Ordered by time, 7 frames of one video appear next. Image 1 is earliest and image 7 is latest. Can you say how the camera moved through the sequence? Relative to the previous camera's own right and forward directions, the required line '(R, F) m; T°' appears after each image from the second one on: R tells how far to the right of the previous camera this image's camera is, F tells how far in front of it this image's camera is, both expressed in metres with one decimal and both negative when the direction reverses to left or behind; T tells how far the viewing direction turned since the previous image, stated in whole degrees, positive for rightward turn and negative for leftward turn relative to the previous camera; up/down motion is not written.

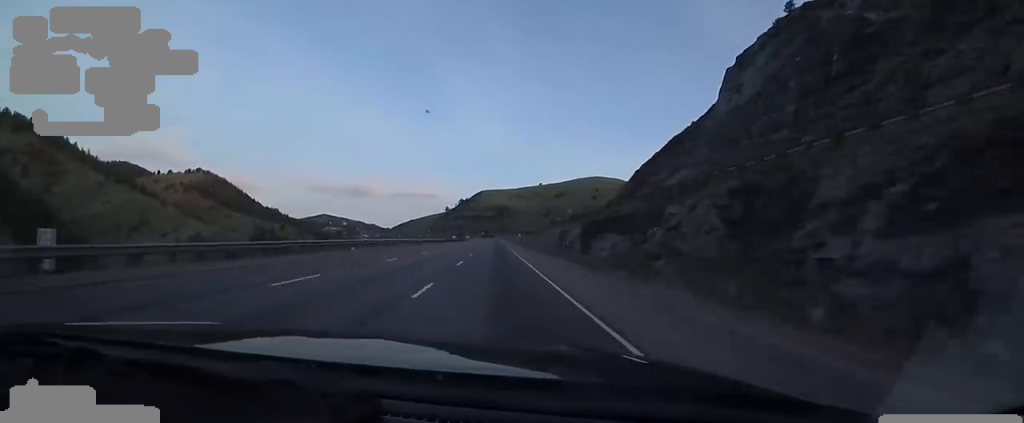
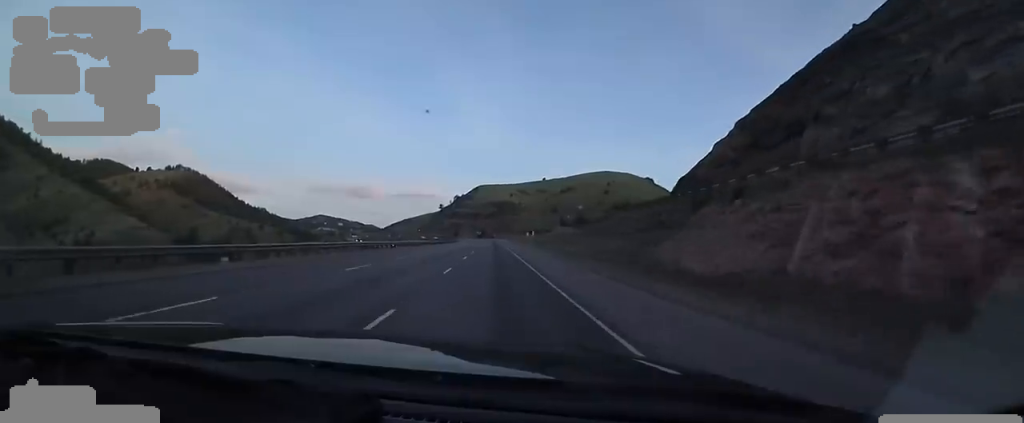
(-0.3, +64.5) m; 0°
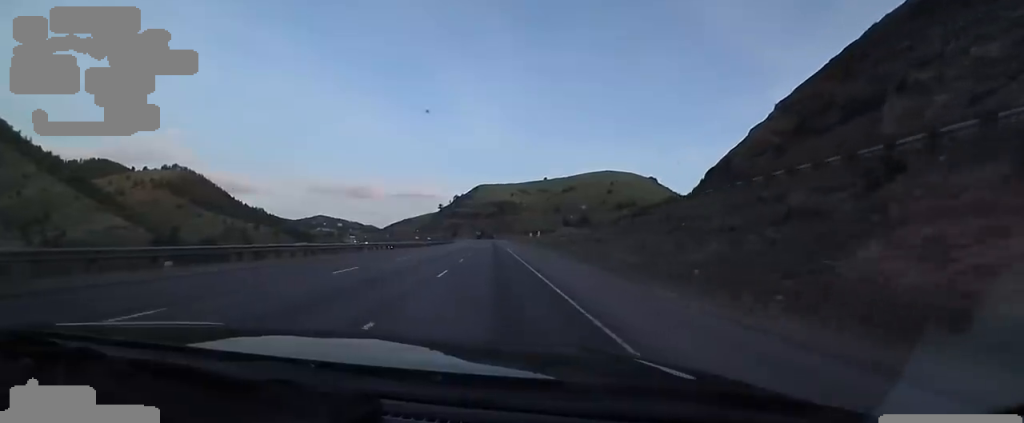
(-0.5, +13.4) m; 0°
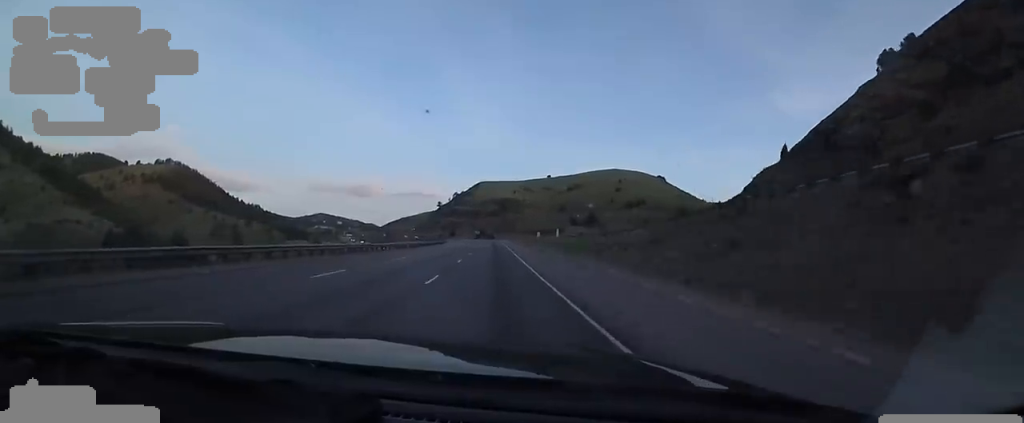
(-0.6, +25.9) m; 0°
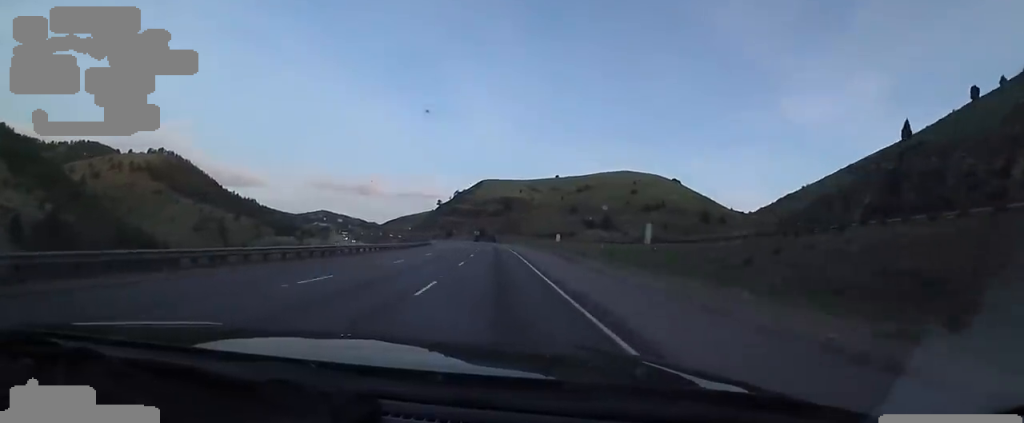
(+1.2, +38.6) m; +1°
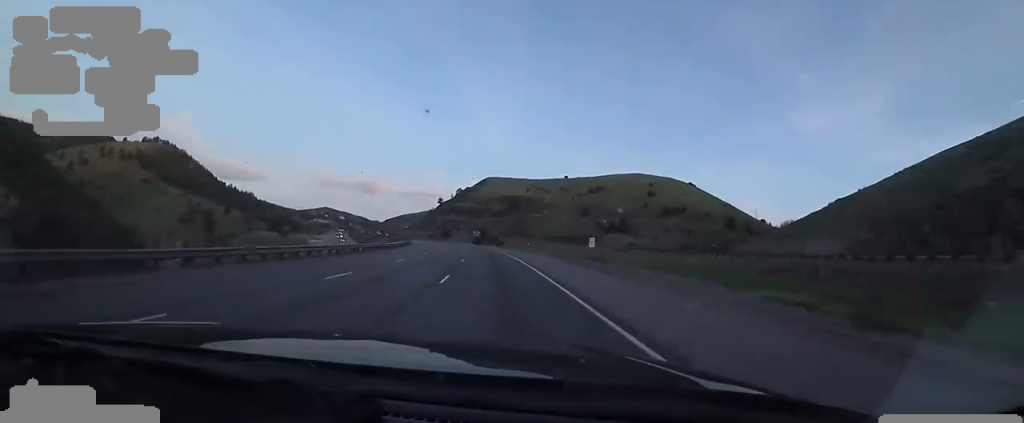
(-0.5, +33.3) m; -3°
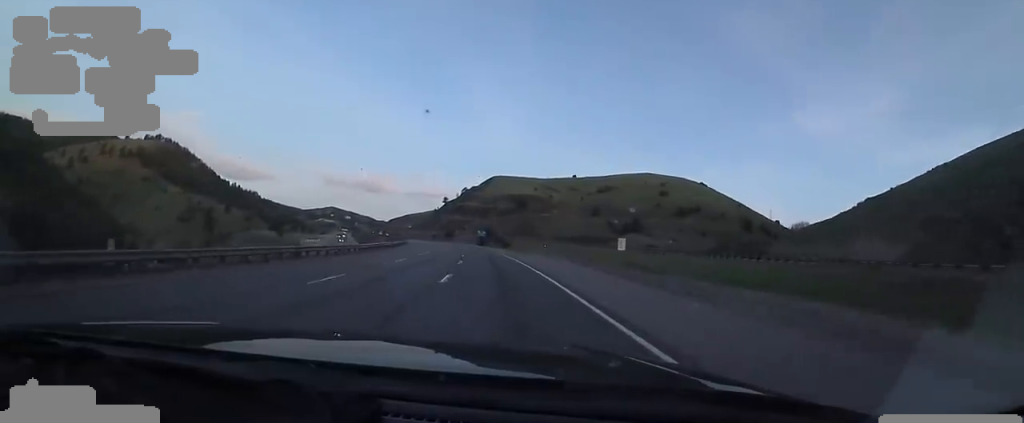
(-0.2, +13.5) m; -1°
